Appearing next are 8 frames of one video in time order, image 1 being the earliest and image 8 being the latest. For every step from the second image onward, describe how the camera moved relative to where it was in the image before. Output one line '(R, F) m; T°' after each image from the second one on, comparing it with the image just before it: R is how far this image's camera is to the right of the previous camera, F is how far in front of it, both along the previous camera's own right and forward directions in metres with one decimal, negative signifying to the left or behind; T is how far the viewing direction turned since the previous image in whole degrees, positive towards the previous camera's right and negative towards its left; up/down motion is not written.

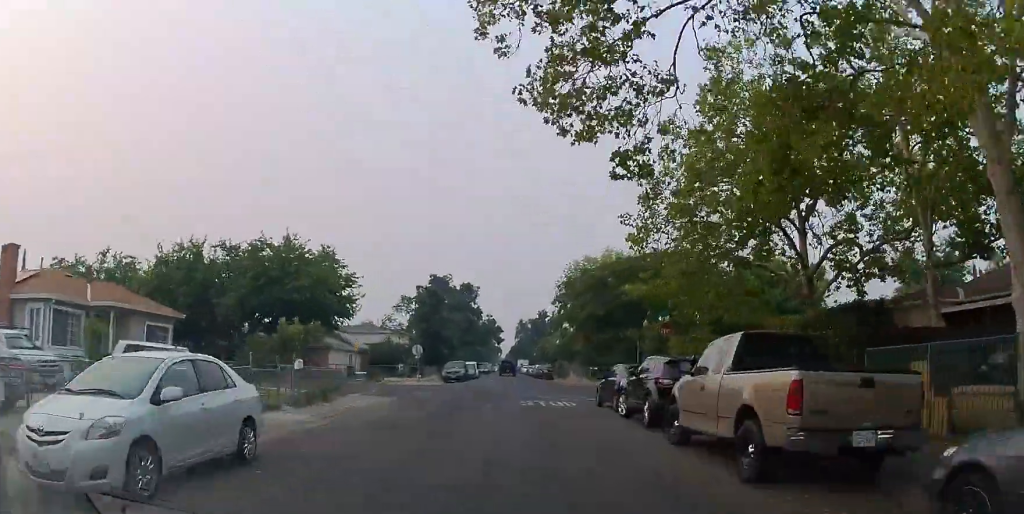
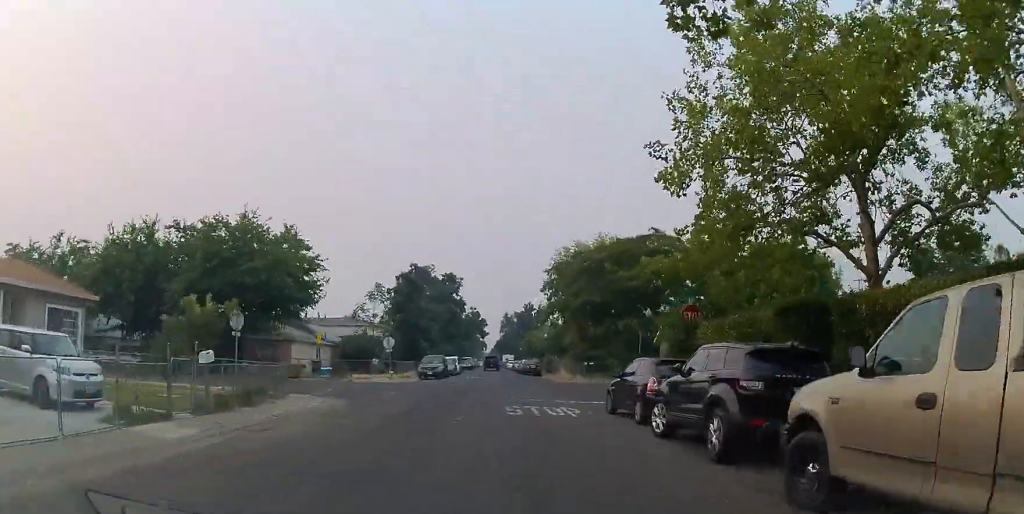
(0.0, +4.9) m; +1°
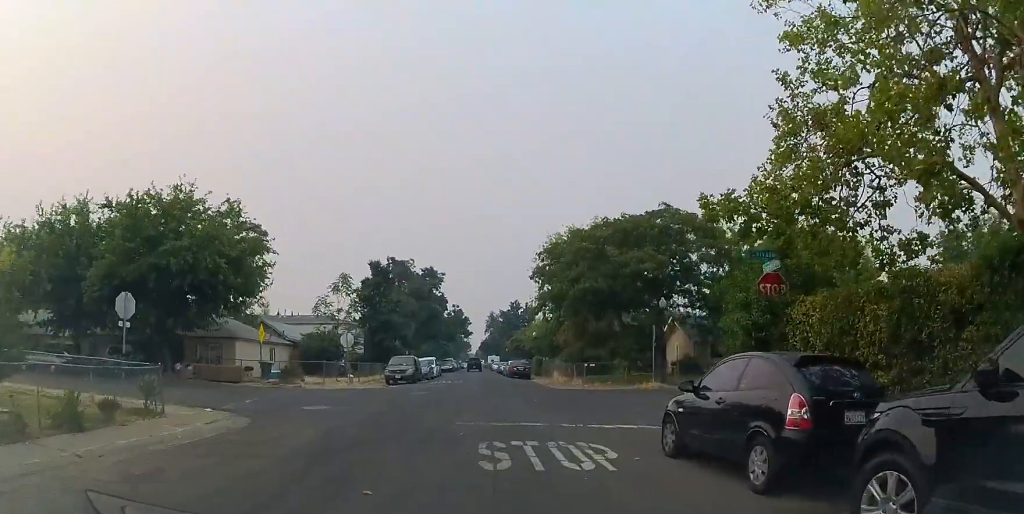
(+0.3, +6.9) m; +4°
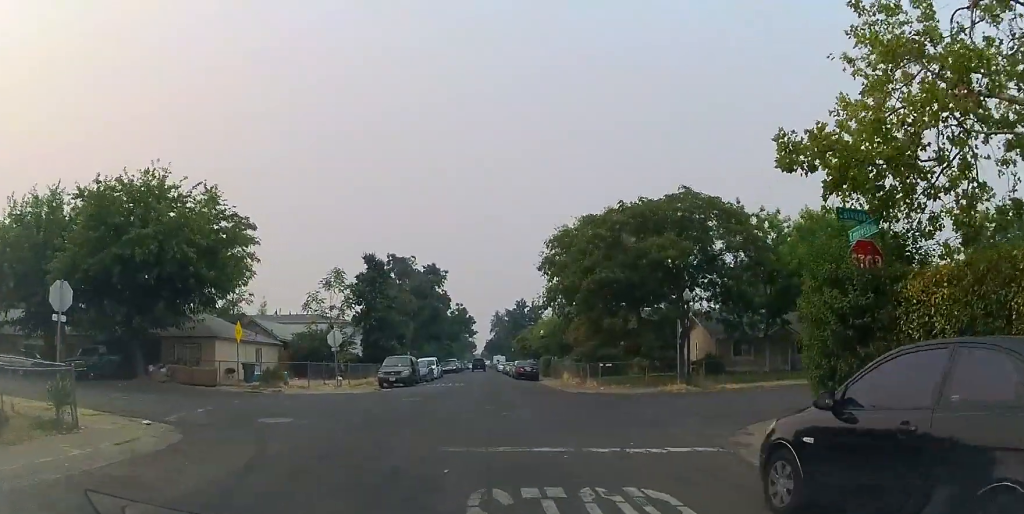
(+0.1, +3.8) m; 0°
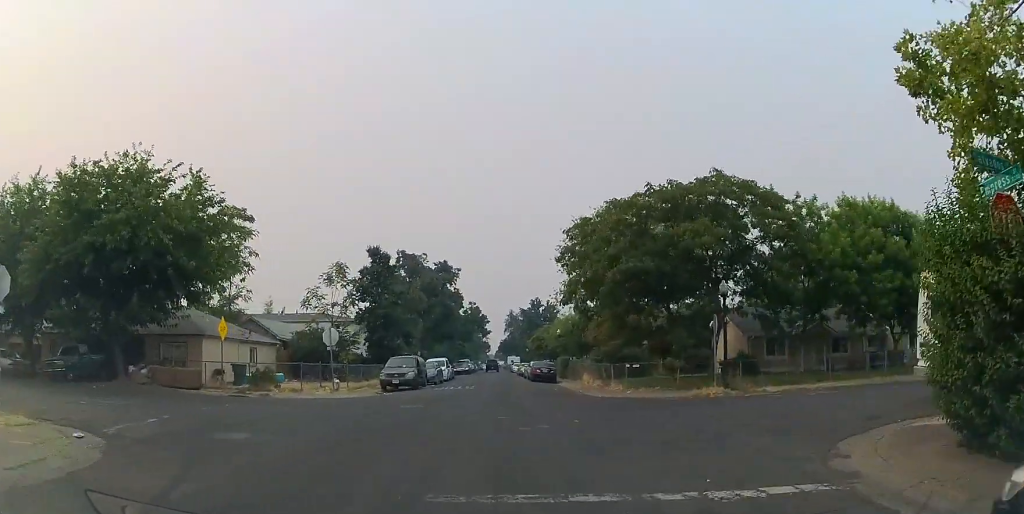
(-0.2, +3.6) m; -4°
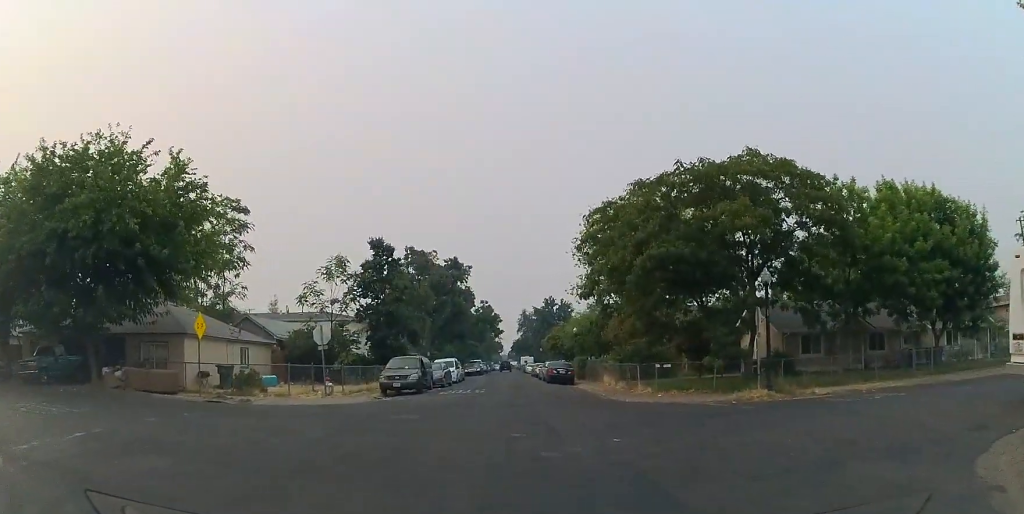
(-0.1, +4.6) m; -1°
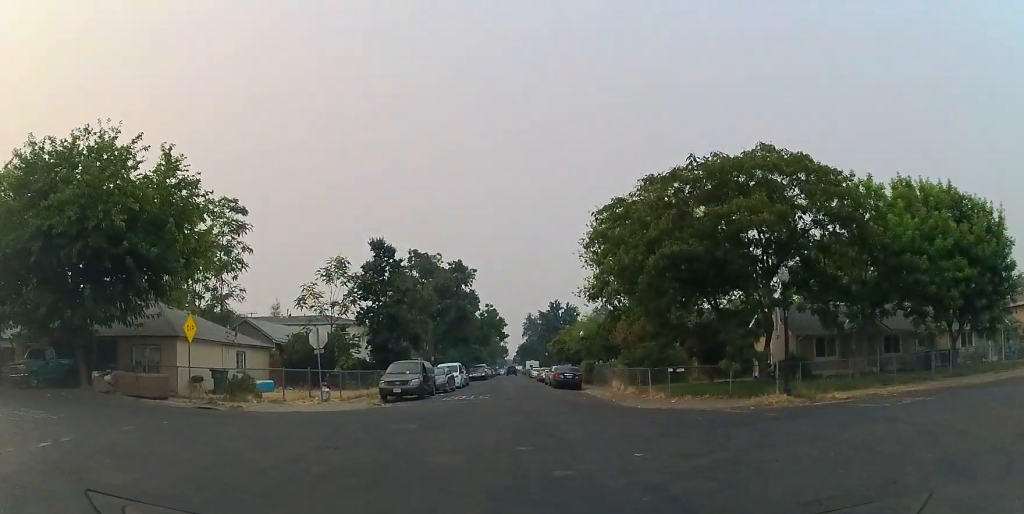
(0.0, +1.9) m; 0°
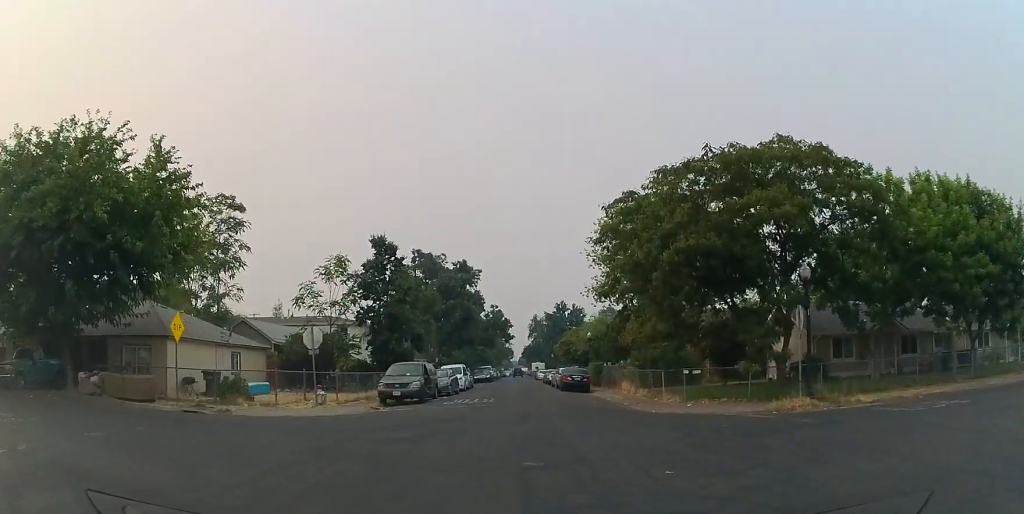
(0.0, +1.0) m; 0°
